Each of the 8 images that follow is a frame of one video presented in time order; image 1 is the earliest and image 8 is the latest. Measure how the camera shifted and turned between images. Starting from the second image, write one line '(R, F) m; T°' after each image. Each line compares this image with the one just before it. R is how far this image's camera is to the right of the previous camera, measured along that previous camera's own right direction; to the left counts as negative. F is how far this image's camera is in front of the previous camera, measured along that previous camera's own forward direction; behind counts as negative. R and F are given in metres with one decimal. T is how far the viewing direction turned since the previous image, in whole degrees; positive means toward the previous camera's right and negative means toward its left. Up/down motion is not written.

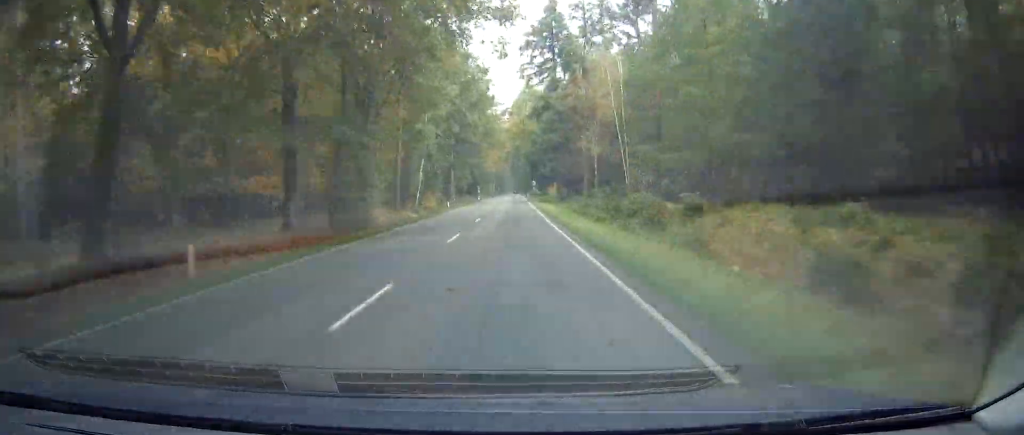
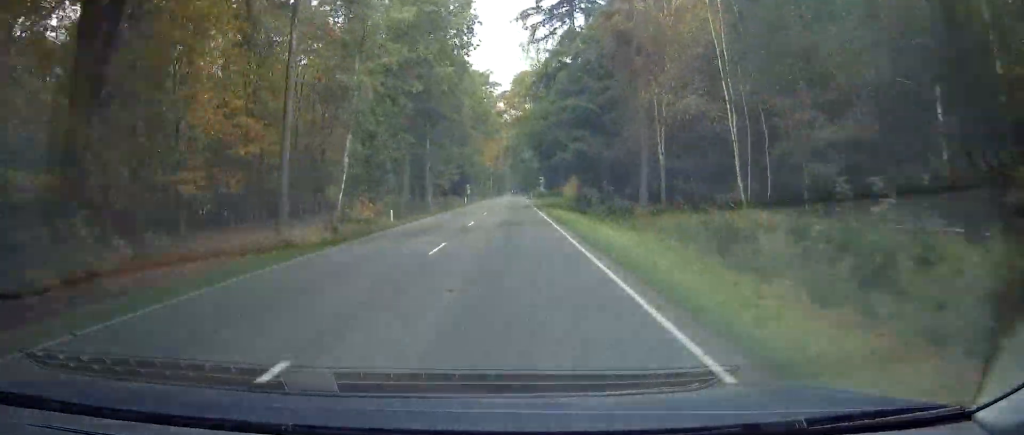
(0.0, +28.1) m; -1°
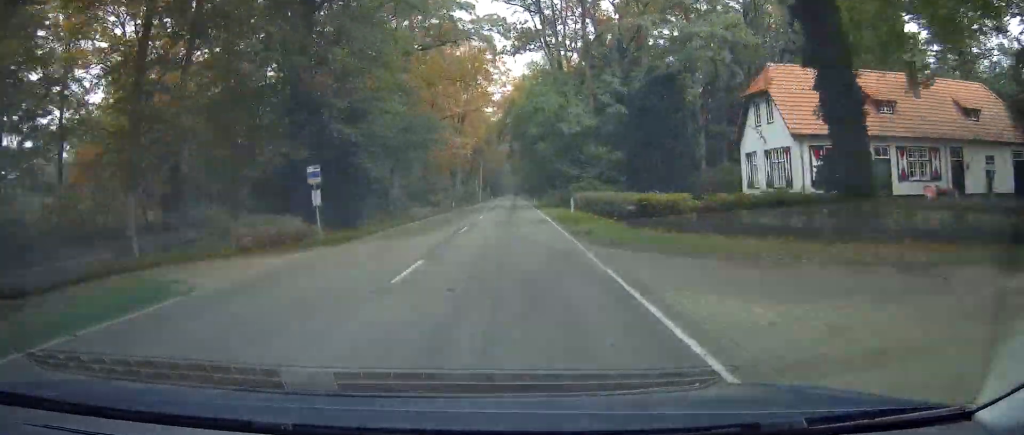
(-1.1, +76.5) m; 0°
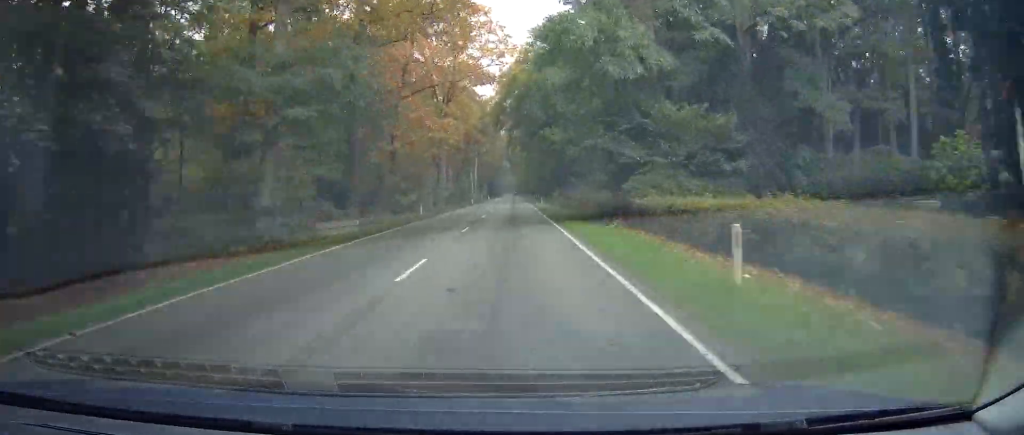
(+0.1, +23.4) m; 0°
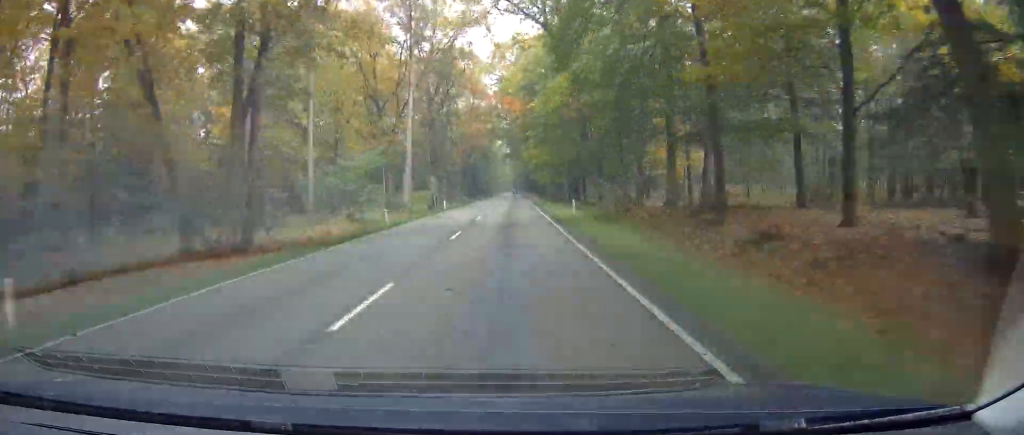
(+0.5, +87.3) m; +1°
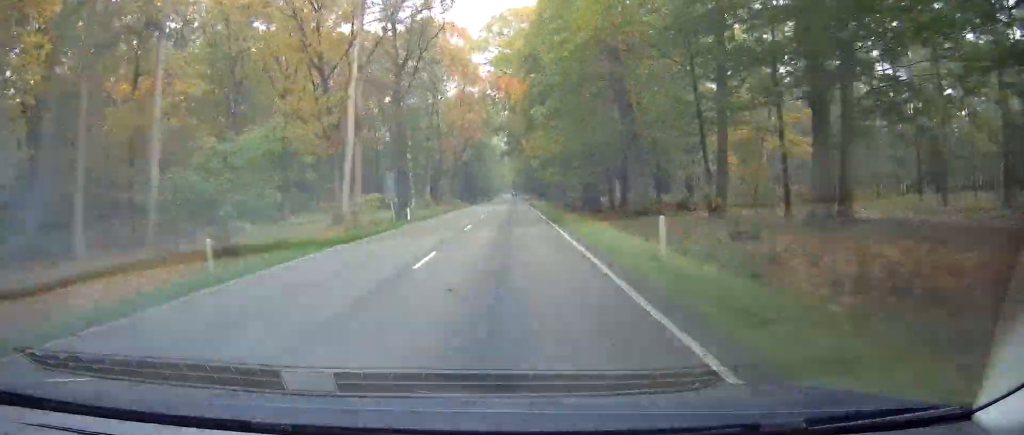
(+0.1, +18.8) m; 0°
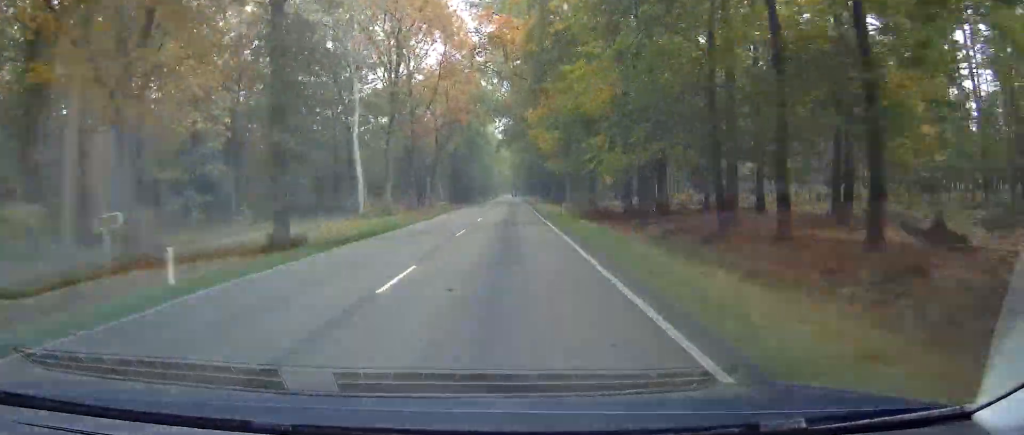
(+0.1, +26.6) m; 0°
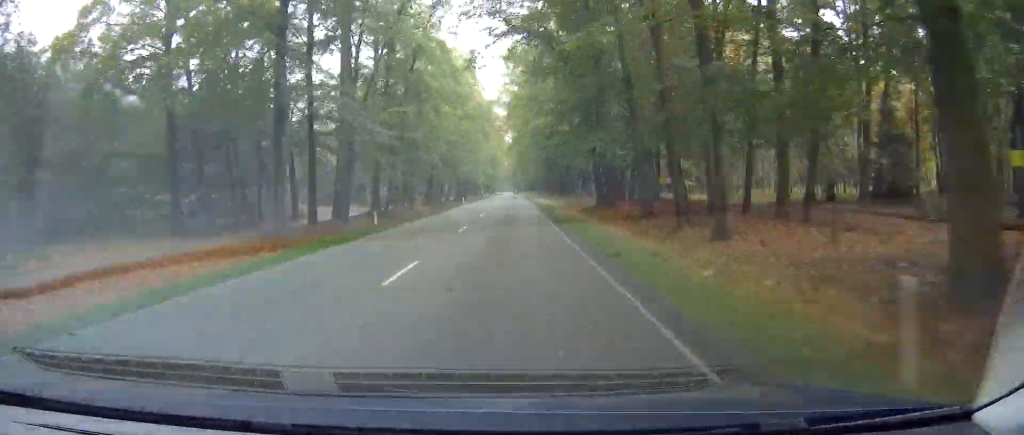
(0.0, +81.8) m; 0°
